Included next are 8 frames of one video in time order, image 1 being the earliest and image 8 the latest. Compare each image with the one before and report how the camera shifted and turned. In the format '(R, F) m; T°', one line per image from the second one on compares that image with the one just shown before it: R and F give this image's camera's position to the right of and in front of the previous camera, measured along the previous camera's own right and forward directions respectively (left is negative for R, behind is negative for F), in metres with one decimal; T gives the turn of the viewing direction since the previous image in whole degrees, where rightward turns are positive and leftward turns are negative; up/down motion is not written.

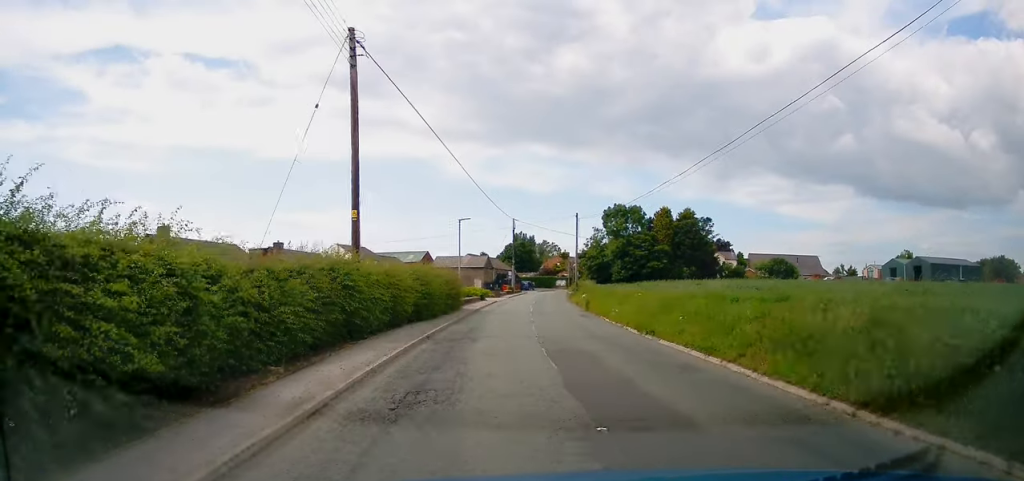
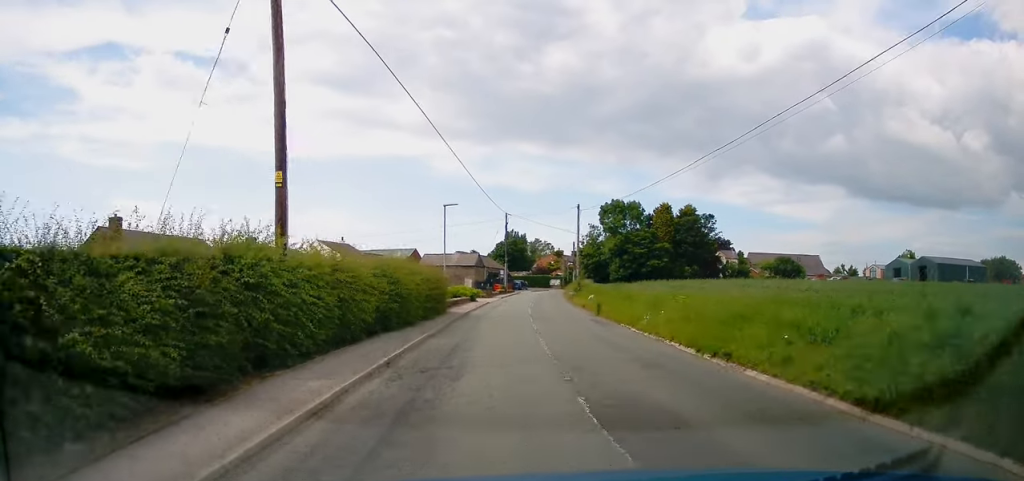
(+0.2, +5.7) m; +1°
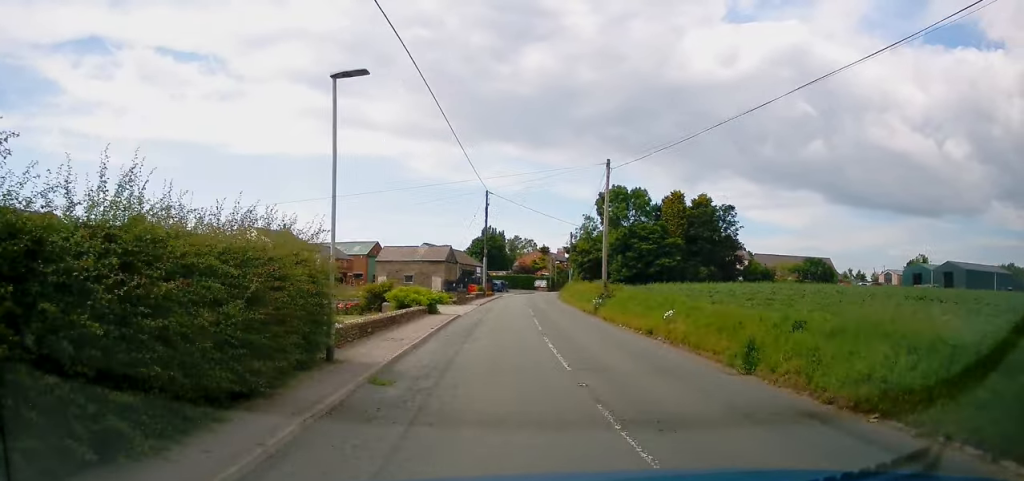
(+0.2, +18.0) m; +1°
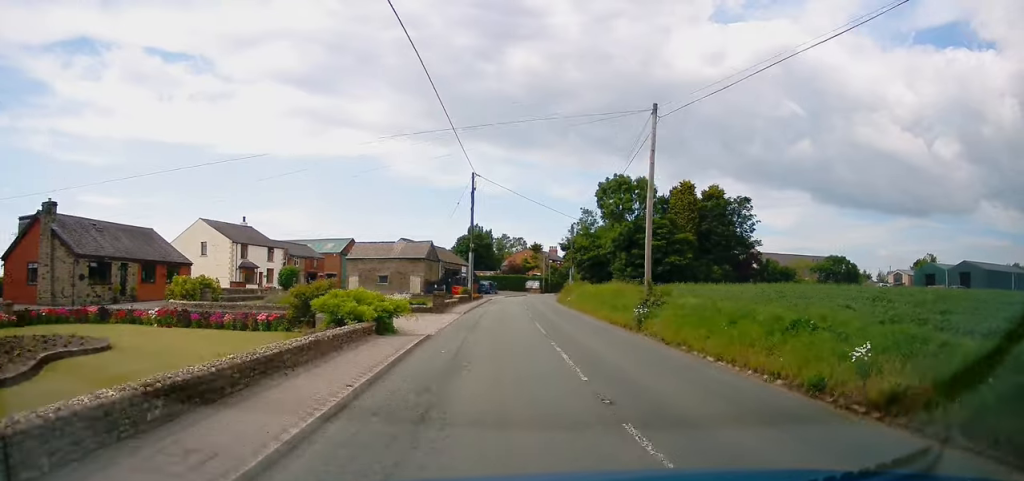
(+0.1, +9.6) m; +2°
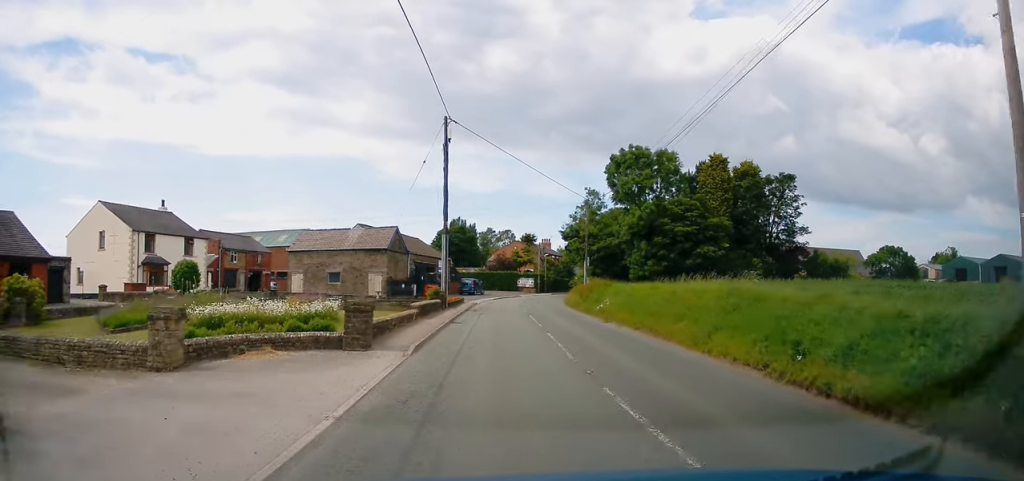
(+0.6, +15.7) m; +4°
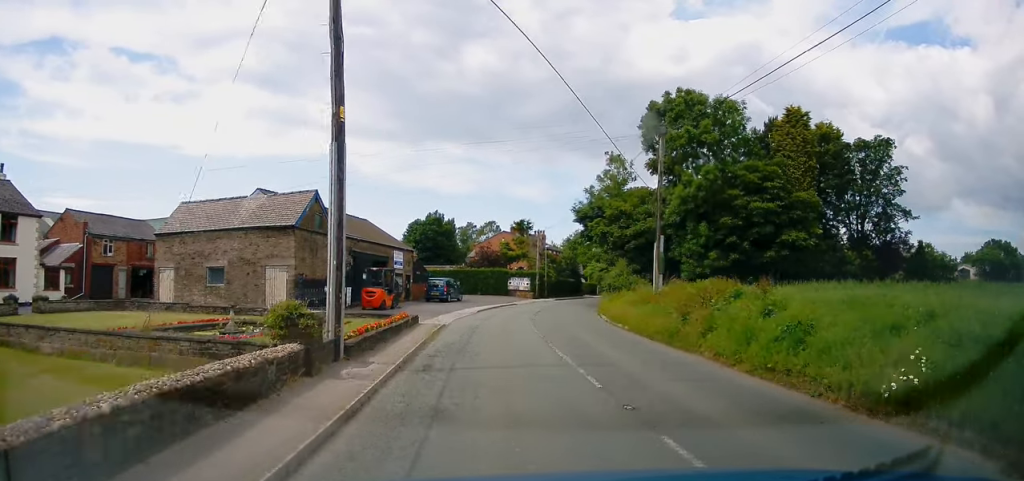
(+0.4, +20.3) m; +2°
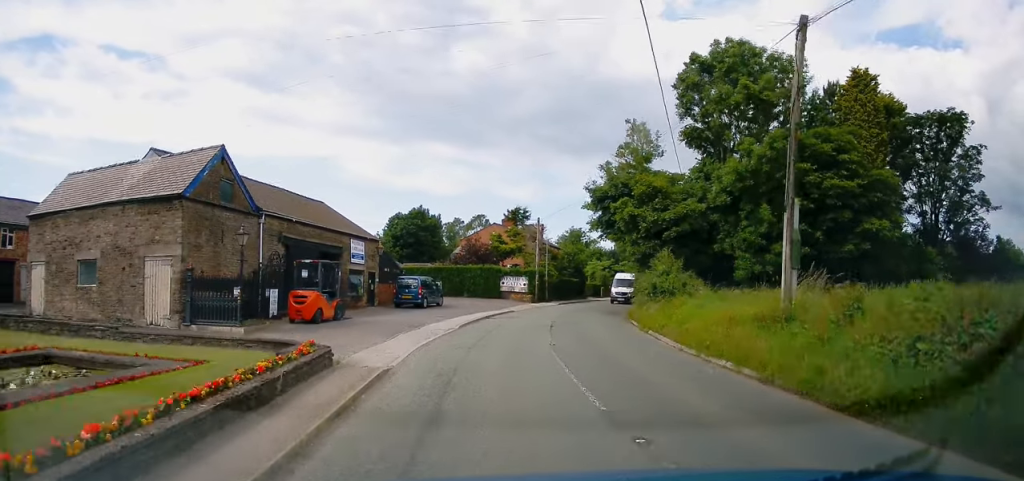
(+0.2, +10.4) m; 0°
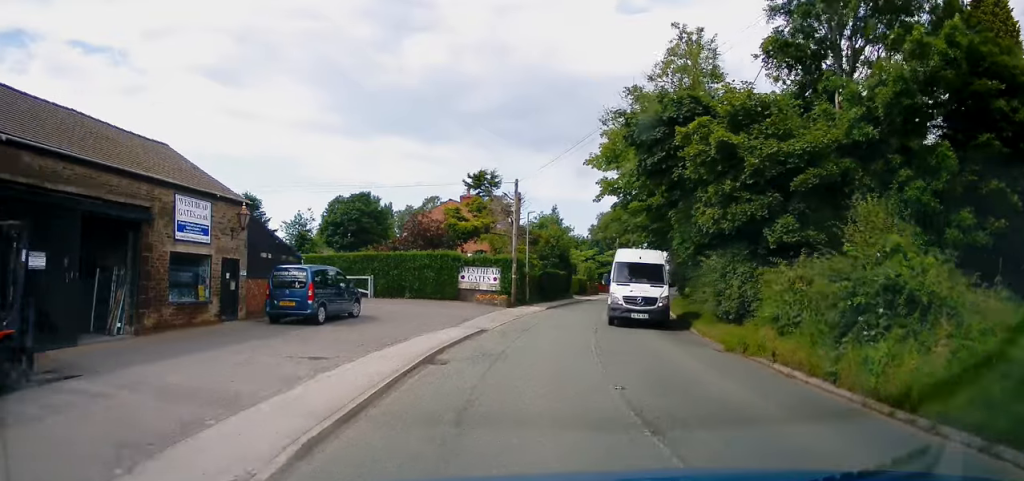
(0.0, +15.3) m; +4°
